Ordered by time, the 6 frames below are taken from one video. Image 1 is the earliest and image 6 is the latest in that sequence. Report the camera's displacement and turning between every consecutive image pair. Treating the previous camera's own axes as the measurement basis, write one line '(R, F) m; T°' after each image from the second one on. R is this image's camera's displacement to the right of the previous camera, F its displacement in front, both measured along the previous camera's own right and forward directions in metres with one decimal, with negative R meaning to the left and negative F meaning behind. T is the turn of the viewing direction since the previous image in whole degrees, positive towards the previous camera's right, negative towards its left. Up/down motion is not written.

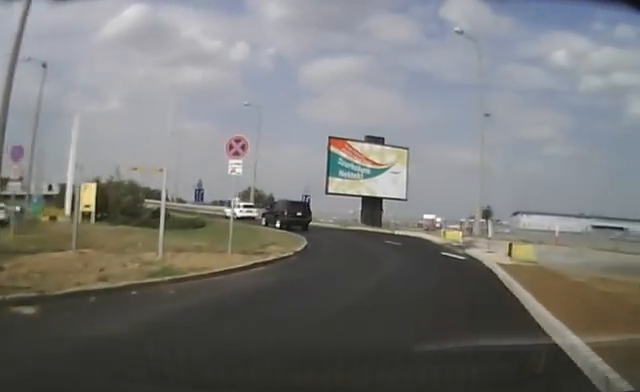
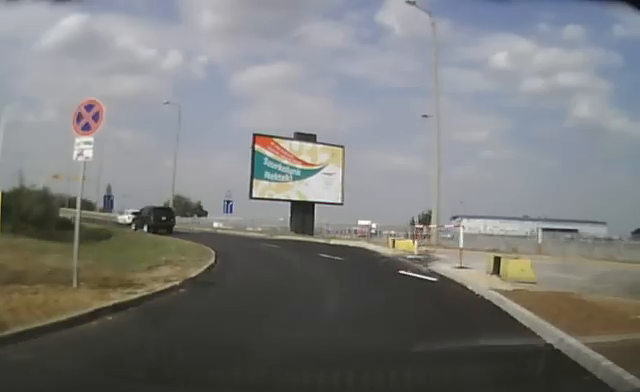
(+0.3, +5.0) m; +5°
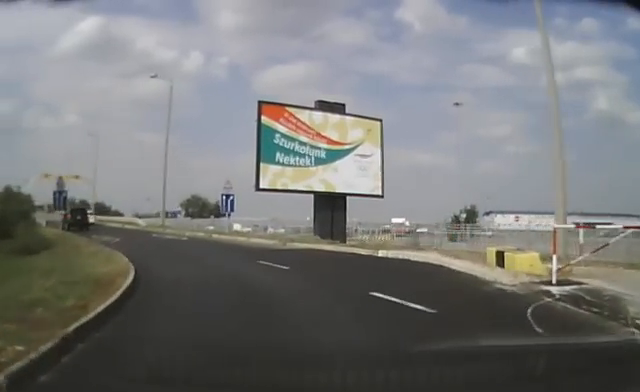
(+0.3, +10.6) m; 0°
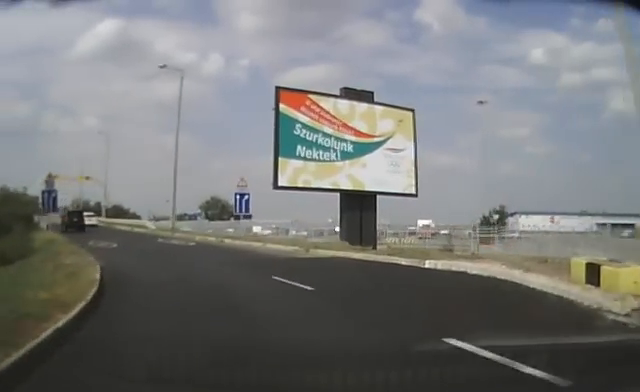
(0.0, +3.6) m; -4°
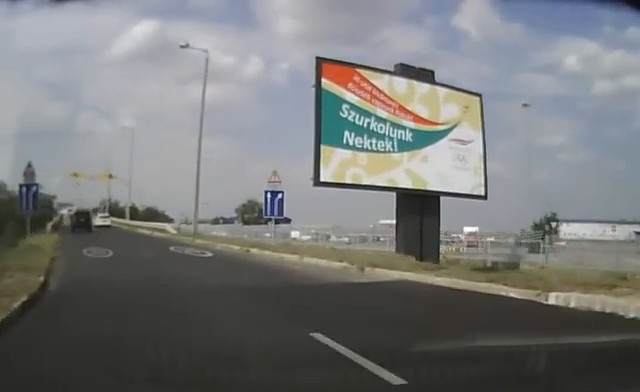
(-0.2, +5.0) m; -5°
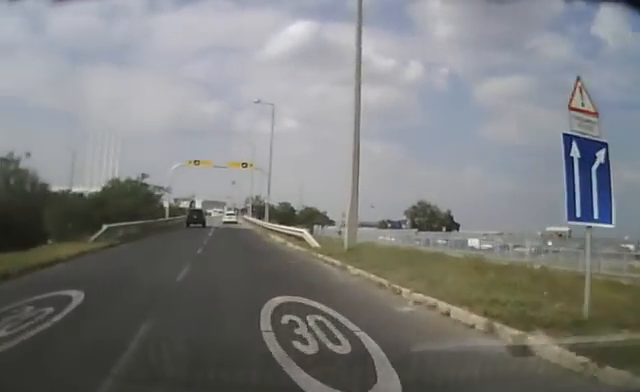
(-1.7, +14.6) m; -15°
